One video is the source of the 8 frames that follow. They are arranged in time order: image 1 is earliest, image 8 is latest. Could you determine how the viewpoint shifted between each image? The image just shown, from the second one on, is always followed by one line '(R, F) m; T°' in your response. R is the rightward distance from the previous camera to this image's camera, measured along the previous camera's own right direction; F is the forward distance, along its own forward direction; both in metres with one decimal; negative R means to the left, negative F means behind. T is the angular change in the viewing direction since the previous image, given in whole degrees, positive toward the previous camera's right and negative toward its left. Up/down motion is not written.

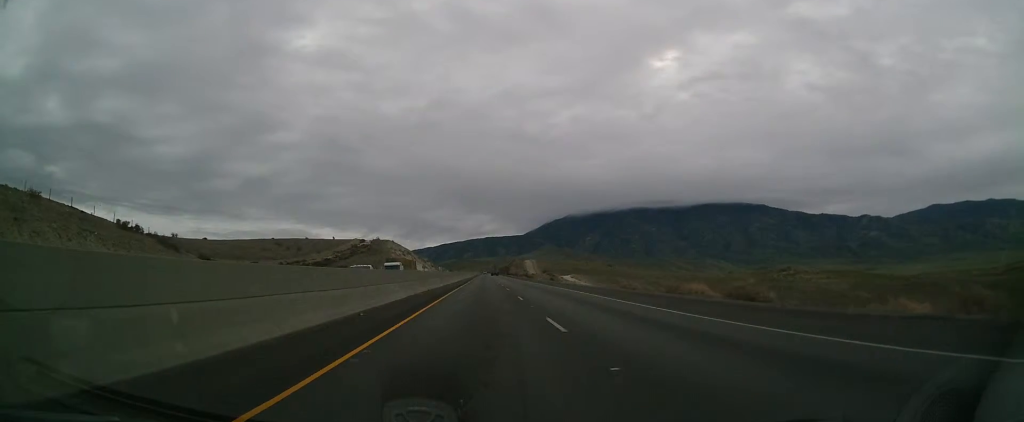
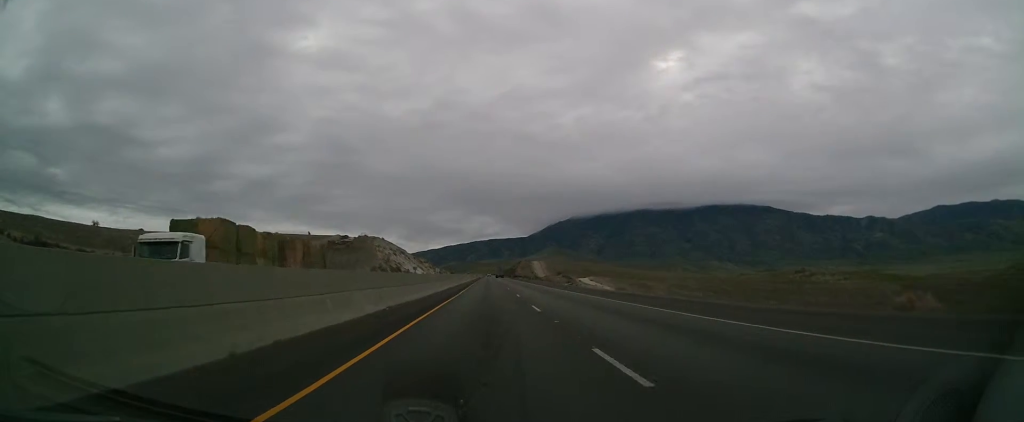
(0.0, +37.6) m; 0°
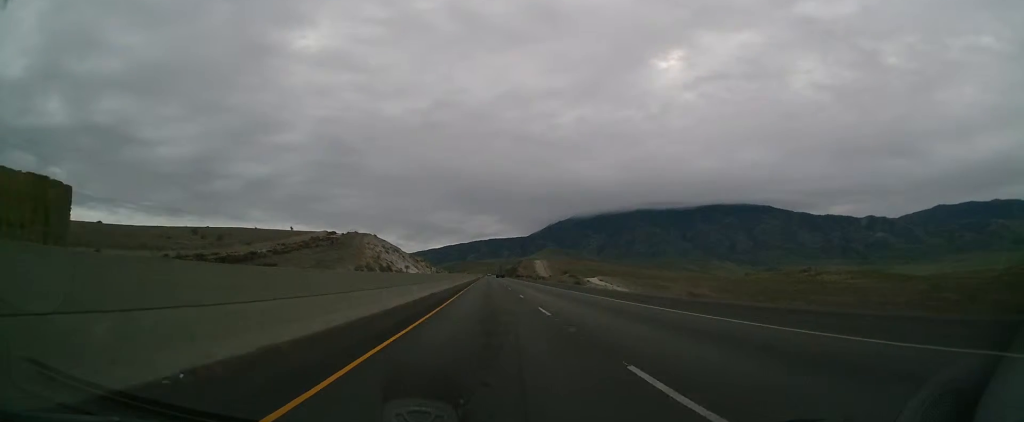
(+0.1, +18.5) m; 0°
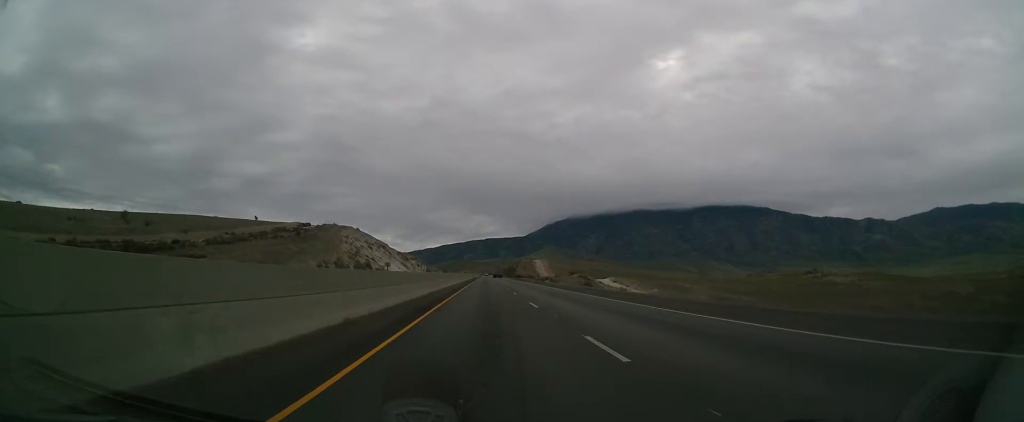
(0.0, +25.3) m; 0°
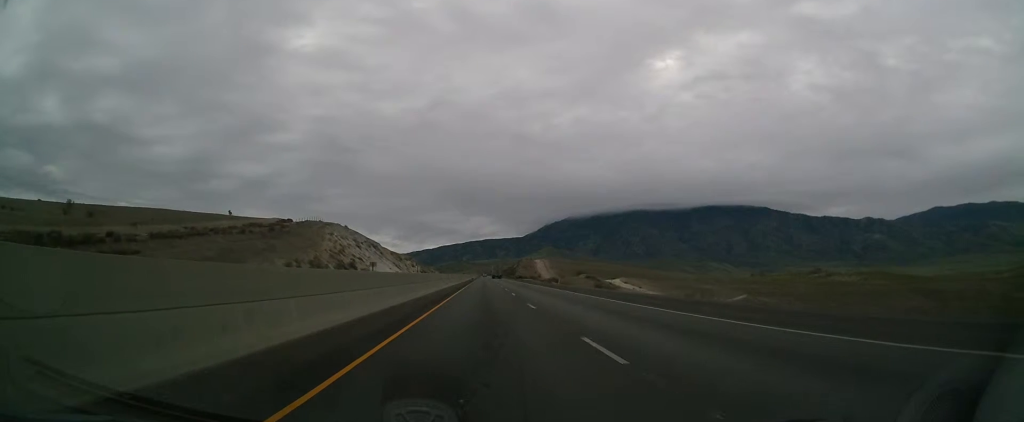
(0.0, +13.7) m; 0°
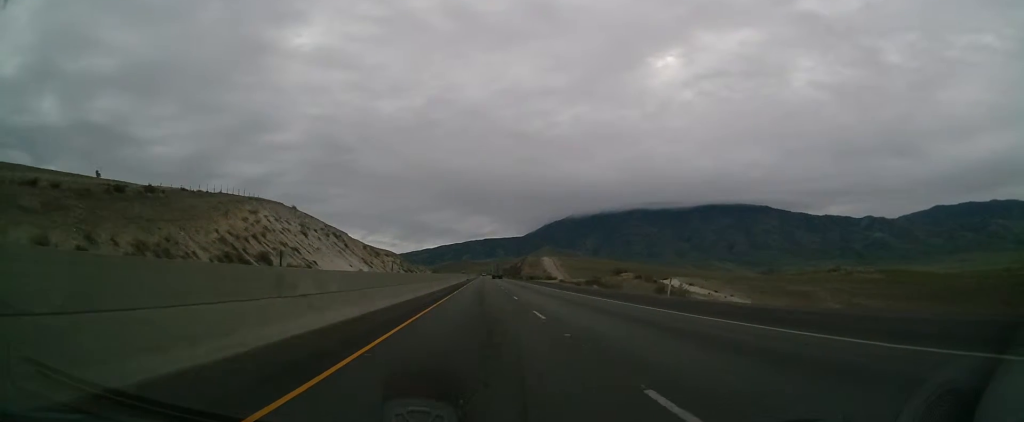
(-0.2, +47.1) m; 0°
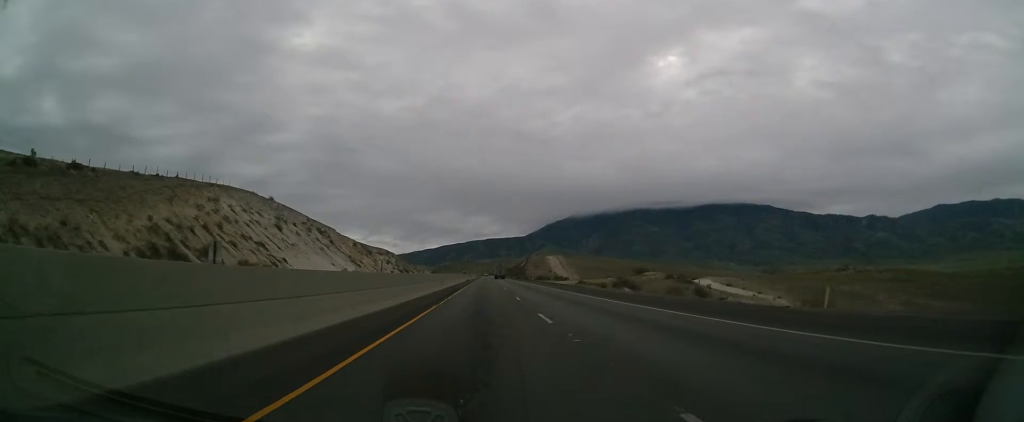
(0.0, +15.6) m; 0°
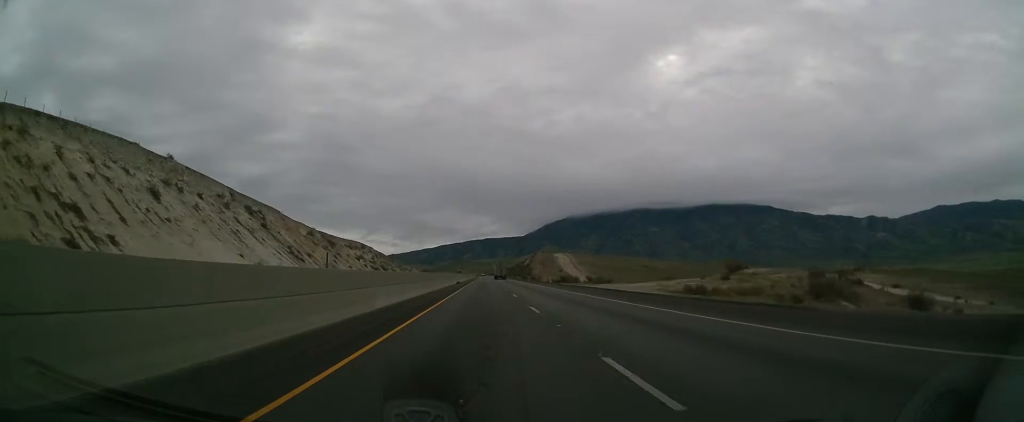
(+0.1, +42.2) m; 0°
